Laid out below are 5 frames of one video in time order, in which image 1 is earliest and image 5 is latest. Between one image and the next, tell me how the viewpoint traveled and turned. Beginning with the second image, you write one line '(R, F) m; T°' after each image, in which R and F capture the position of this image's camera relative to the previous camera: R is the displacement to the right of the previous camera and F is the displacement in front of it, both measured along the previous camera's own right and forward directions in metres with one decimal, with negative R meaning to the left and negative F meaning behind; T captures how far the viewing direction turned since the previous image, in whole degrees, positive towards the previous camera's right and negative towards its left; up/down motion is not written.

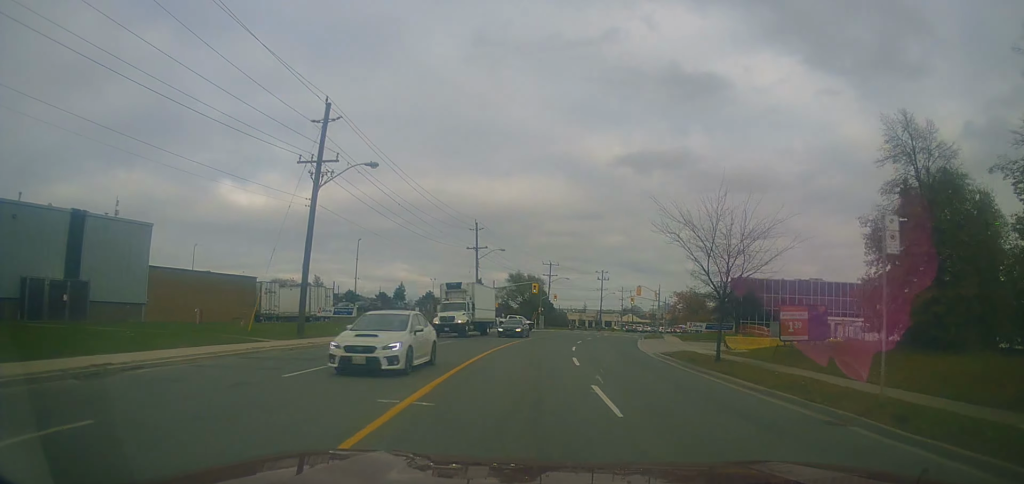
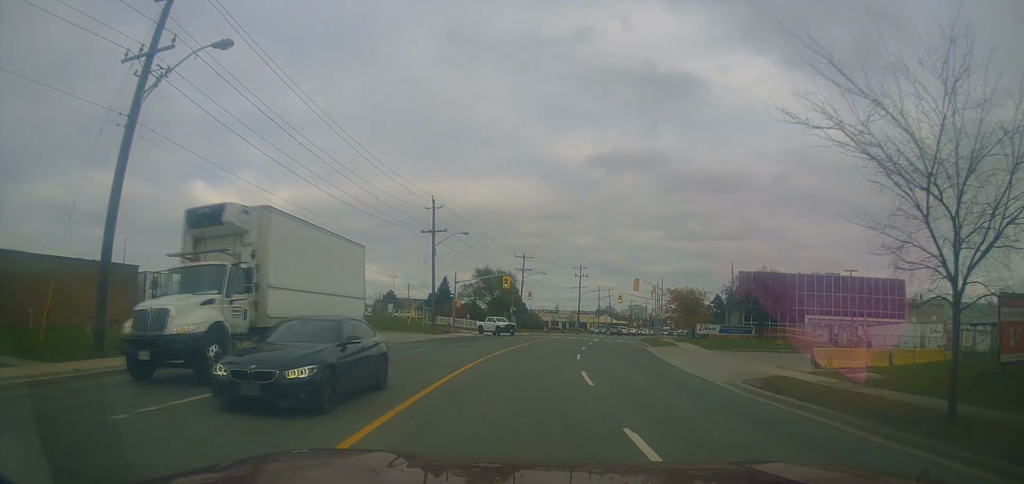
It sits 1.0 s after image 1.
(+0.8, +14.5) m; +3°
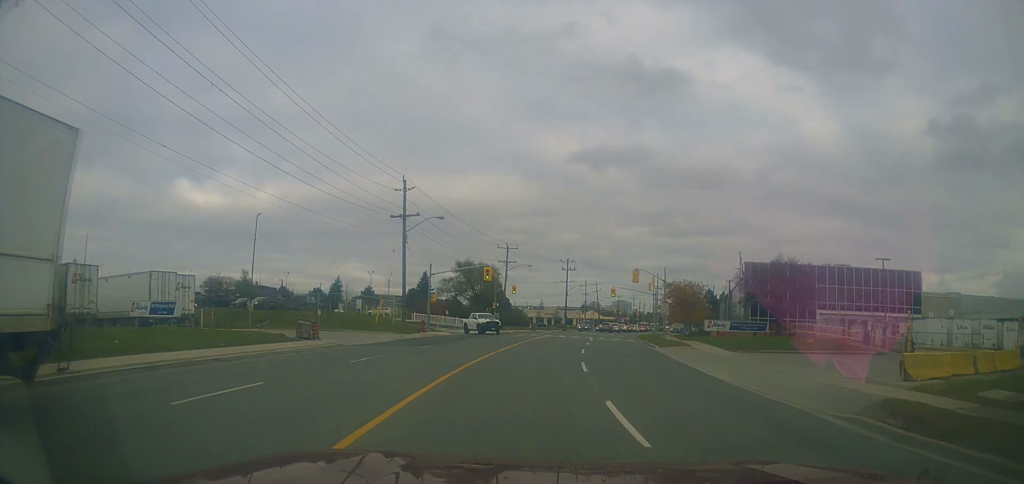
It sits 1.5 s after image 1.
(0.0, +7.1) m; +1°
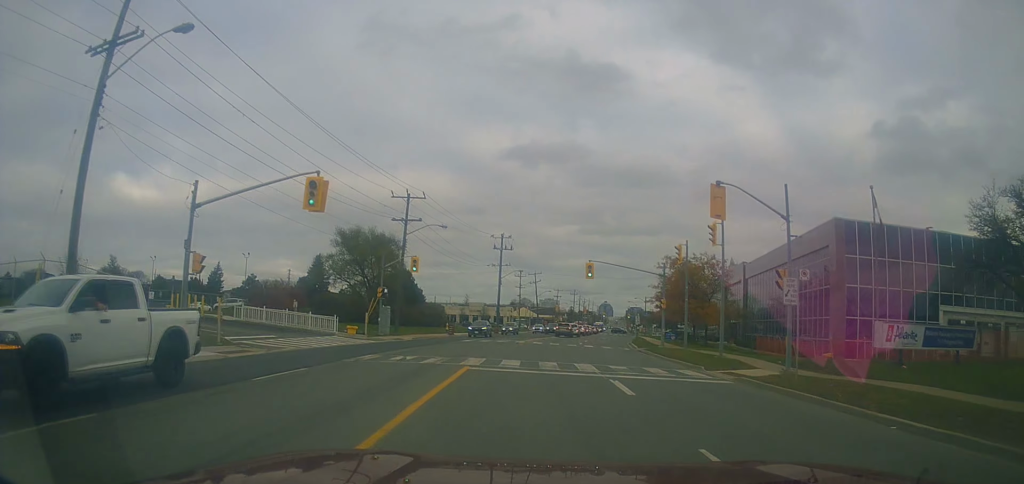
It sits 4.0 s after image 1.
(+3.0, +33.4) m; +10°
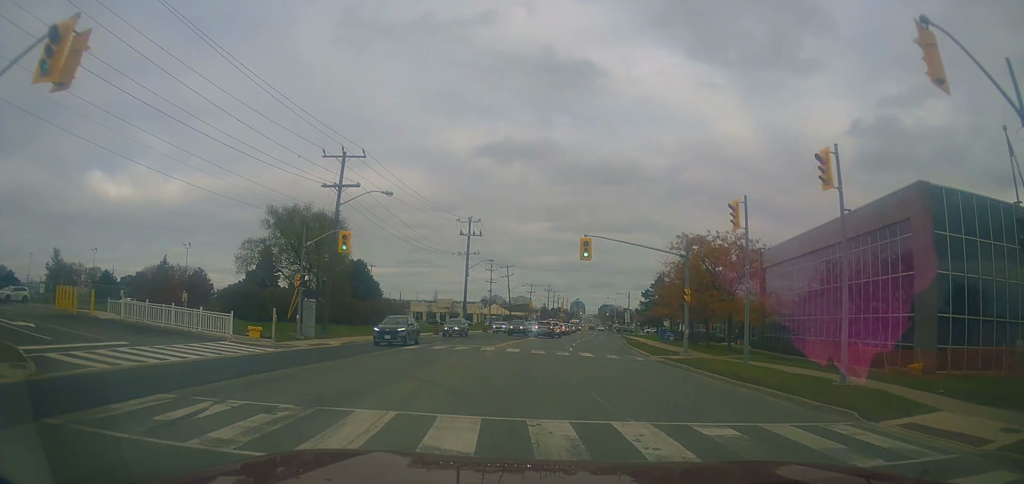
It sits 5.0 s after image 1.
(-0.1, +12.2) m; +2°
